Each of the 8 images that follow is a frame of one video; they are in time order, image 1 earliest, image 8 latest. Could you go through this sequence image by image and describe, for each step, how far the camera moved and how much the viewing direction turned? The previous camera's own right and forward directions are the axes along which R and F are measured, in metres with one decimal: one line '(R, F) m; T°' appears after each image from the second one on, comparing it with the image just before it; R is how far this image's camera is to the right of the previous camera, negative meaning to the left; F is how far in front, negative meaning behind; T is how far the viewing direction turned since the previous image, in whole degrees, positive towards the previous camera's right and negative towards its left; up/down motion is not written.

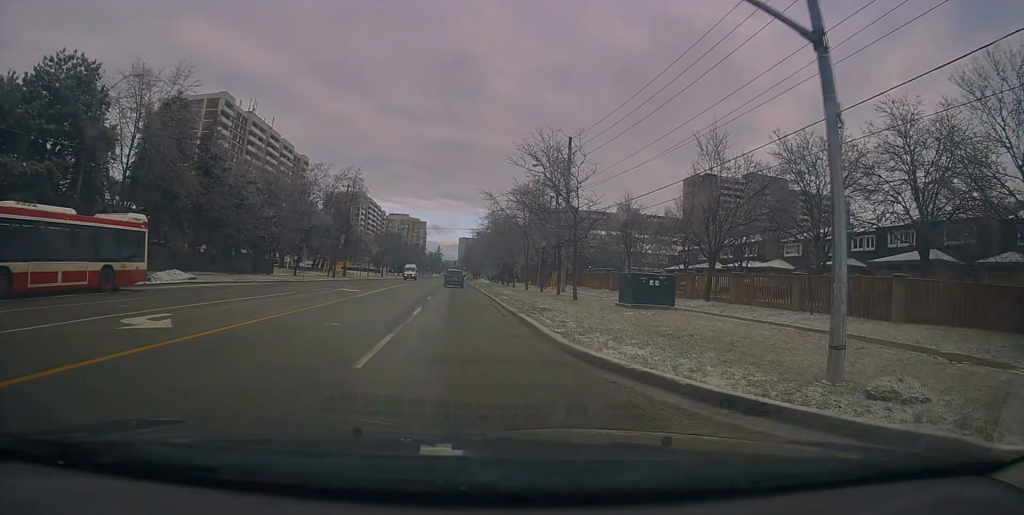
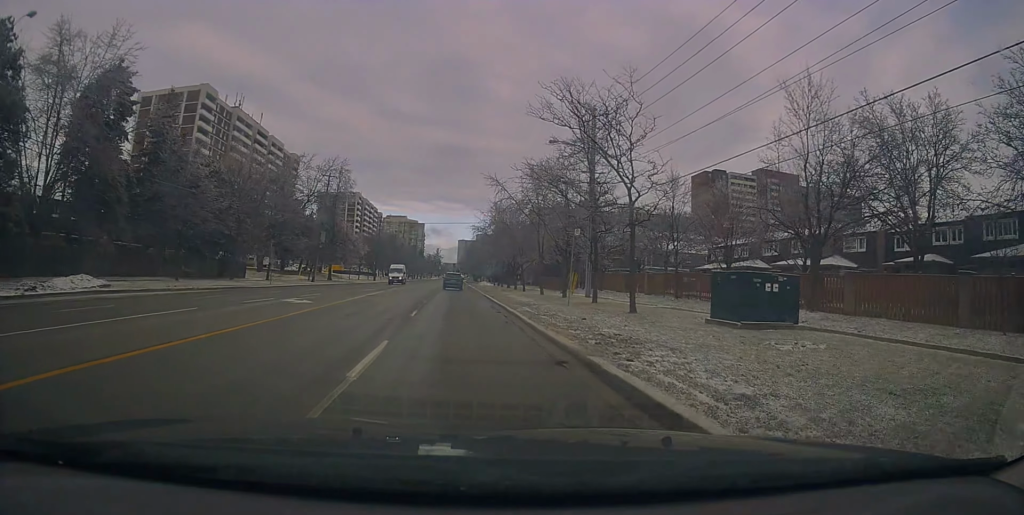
(+0.1, +10.0) m; 0°
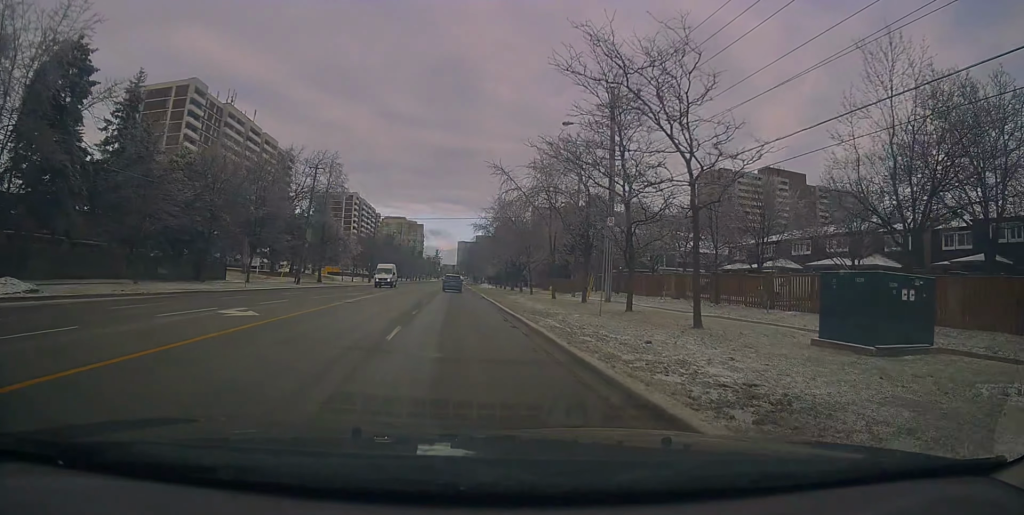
(-0.1, +5.8) m; 0°
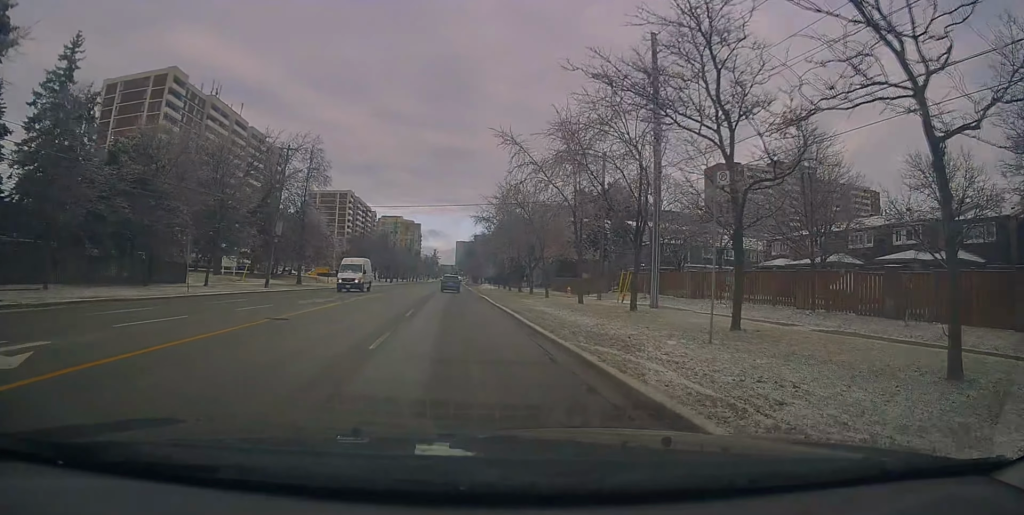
(0.0, +9.5) m; 0°
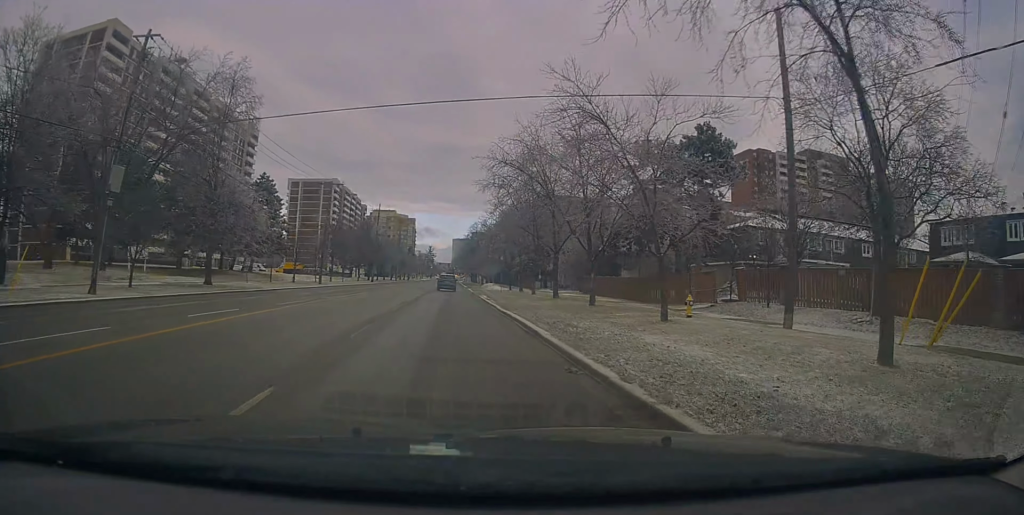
(-0.3, +23.7) m; -1°
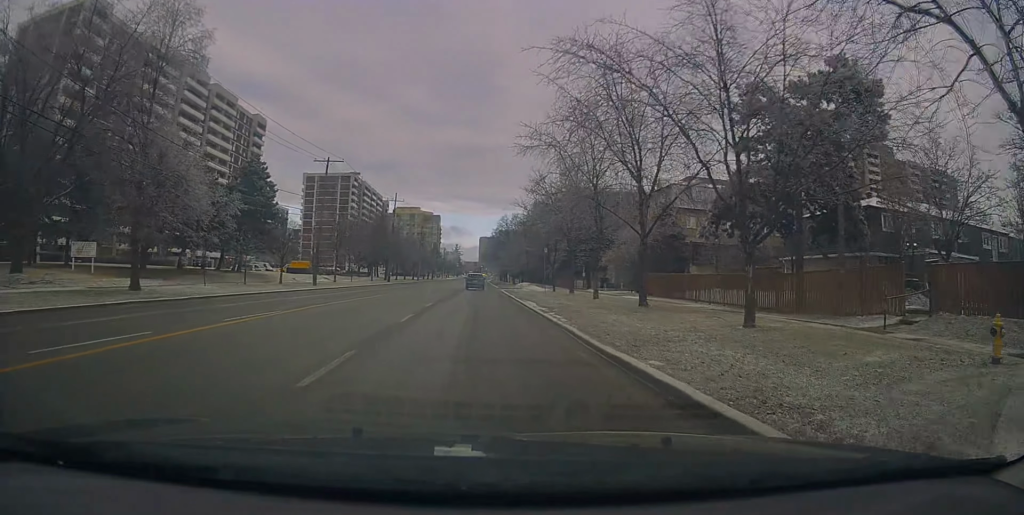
(+0.3, +13.1) m; 0°
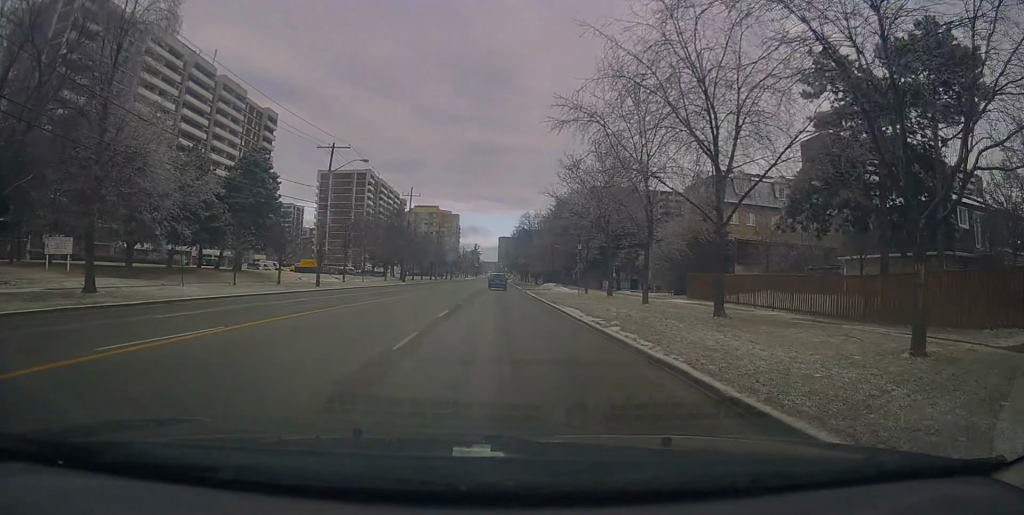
(0.0, +5.7) m; 0°
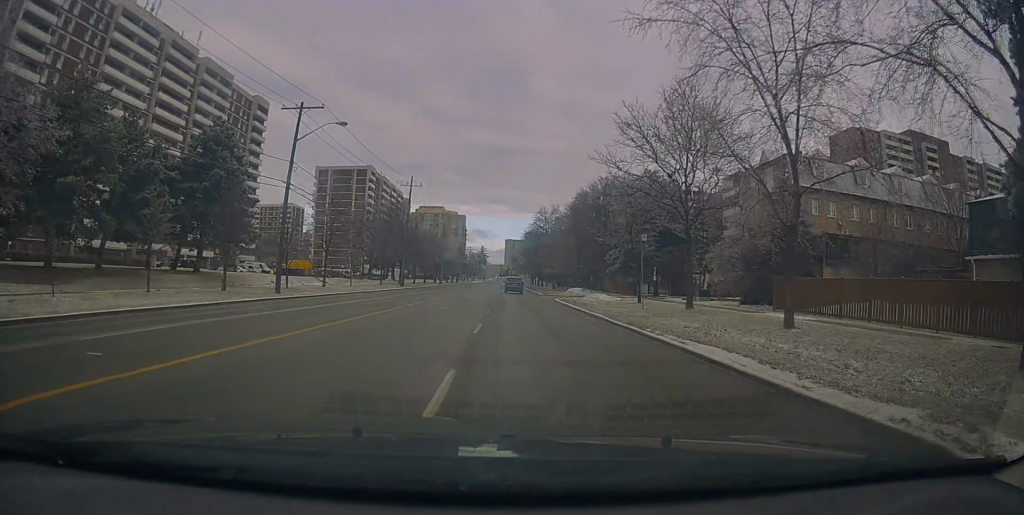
(-0.3, +12.4) m; -1°
